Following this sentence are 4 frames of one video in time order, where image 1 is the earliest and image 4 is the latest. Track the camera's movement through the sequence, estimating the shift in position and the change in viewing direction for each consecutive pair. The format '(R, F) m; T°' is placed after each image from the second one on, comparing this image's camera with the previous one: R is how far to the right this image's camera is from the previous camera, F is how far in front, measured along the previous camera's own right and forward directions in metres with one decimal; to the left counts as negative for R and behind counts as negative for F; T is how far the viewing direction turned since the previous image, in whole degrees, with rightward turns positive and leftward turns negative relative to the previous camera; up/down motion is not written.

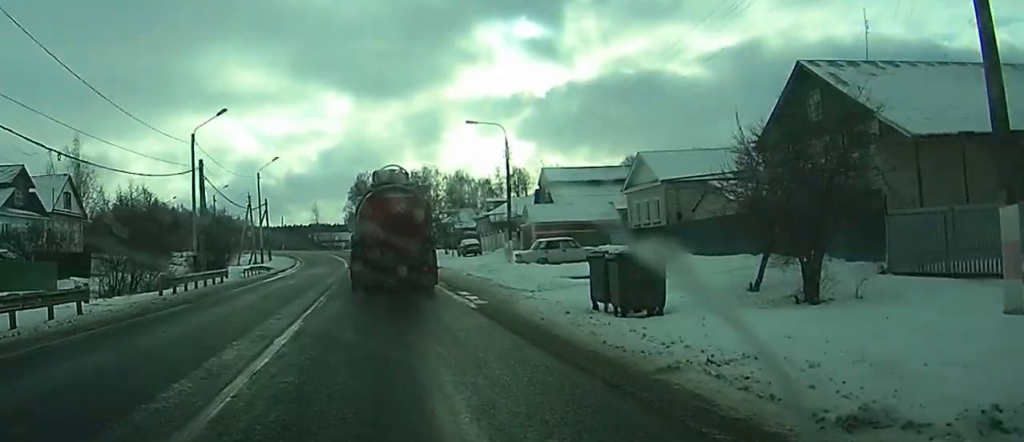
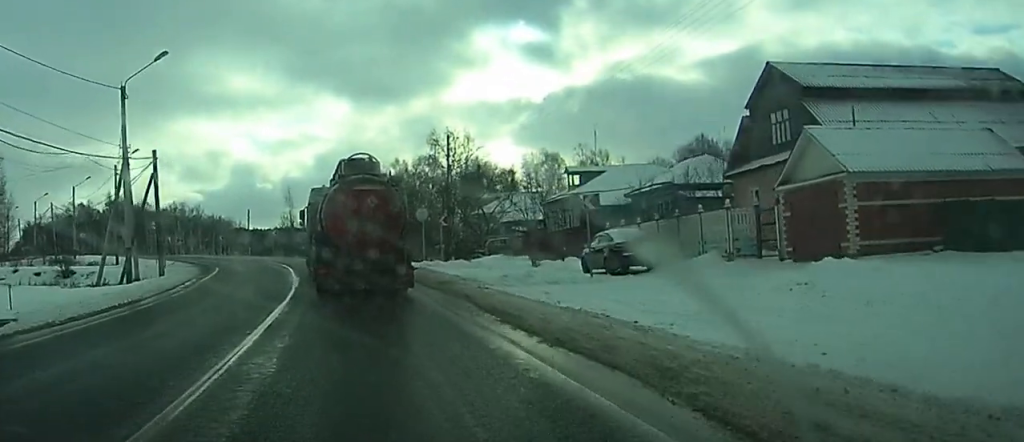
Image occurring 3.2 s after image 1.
(-0.2, +46.3) m; 0°
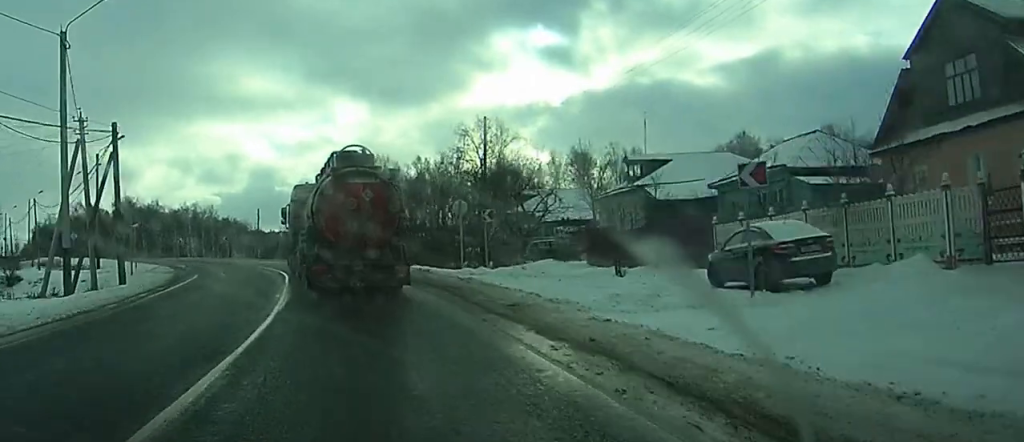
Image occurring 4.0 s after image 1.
(0.0, +10.7) m; 0°
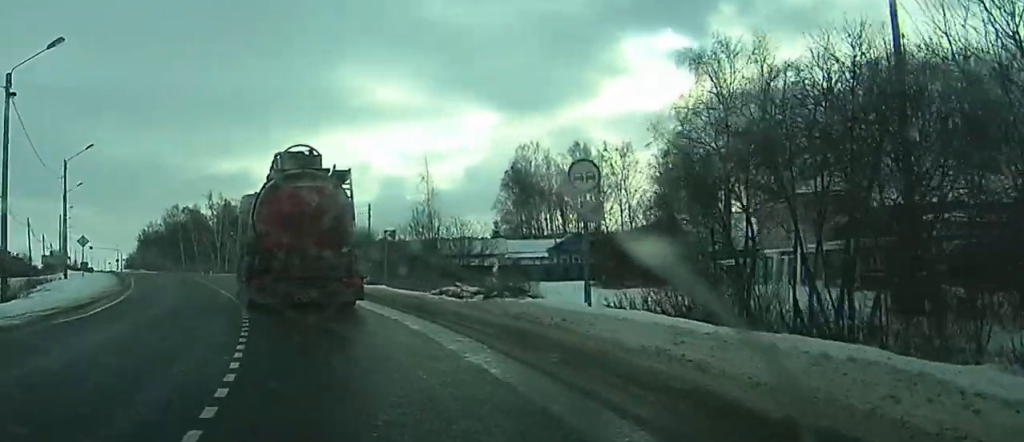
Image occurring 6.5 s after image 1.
(+1.0, +39.7) m; +3°
